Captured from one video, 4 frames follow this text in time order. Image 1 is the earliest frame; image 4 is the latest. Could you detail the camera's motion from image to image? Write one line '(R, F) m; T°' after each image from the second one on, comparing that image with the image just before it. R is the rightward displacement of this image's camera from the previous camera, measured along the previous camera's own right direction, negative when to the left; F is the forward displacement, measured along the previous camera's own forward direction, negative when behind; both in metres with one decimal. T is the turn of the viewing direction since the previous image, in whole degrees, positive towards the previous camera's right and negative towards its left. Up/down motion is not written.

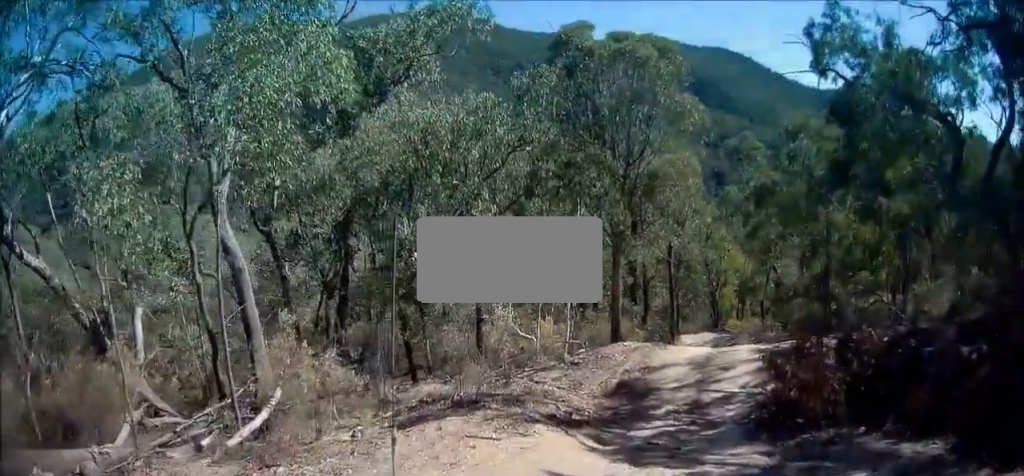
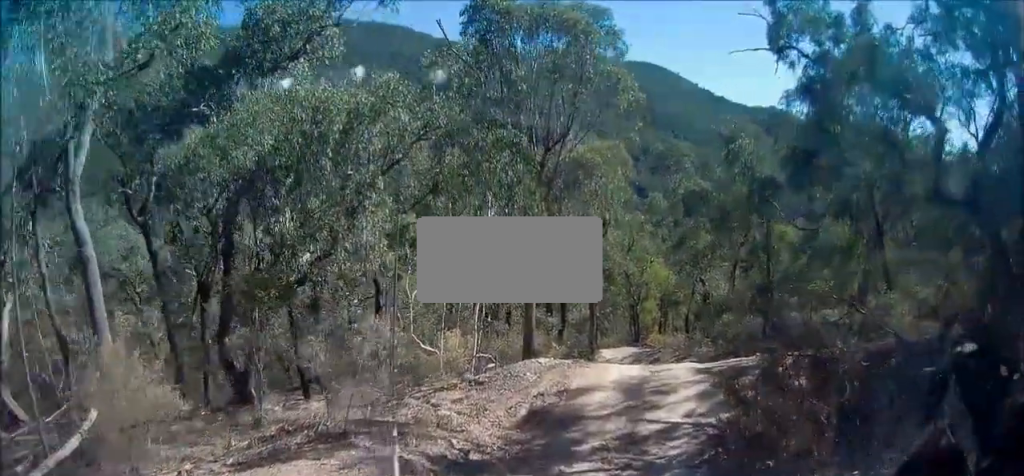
(+0.2, +2.2) m; +9°
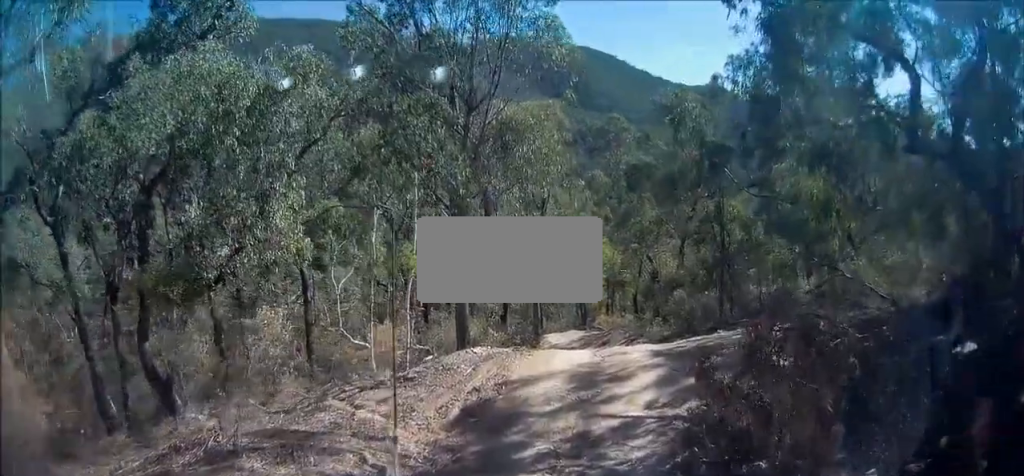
(+0.2, +1.4) m; 0°
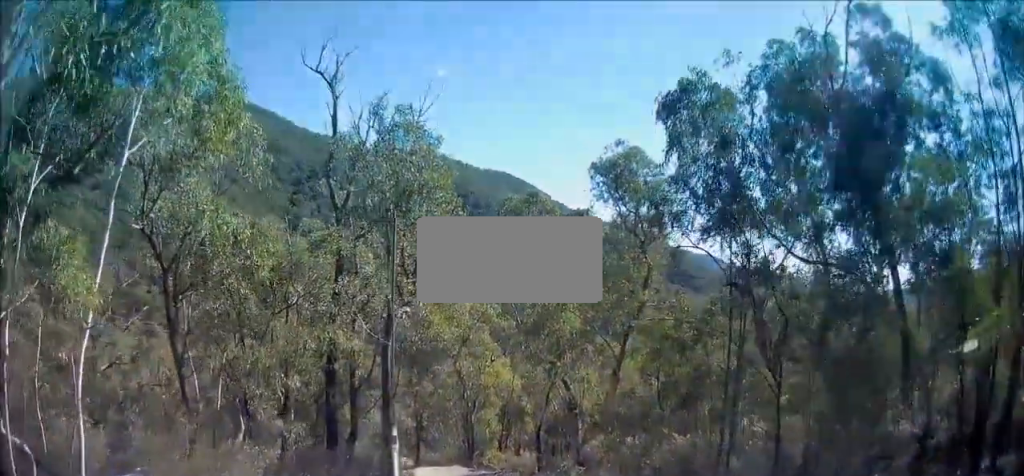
(+2.3, +10.2) m; +7°
